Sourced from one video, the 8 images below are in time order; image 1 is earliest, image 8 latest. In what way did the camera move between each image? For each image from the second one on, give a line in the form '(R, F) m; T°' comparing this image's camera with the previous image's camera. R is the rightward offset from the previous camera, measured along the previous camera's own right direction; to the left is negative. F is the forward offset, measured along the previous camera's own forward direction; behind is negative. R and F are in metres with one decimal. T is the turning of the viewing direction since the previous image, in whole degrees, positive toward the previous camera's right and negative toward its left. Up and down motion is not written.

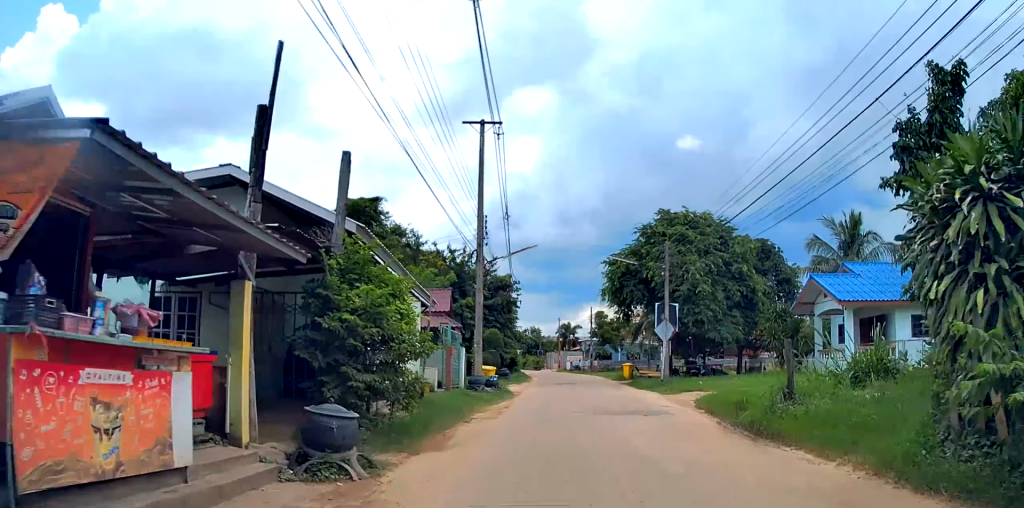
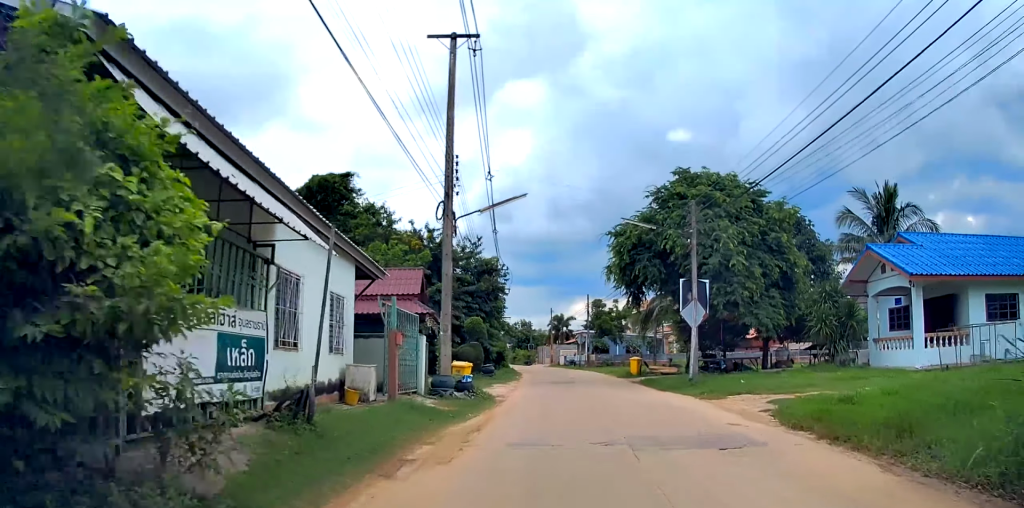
(+0.1, +5.9) m; +1°
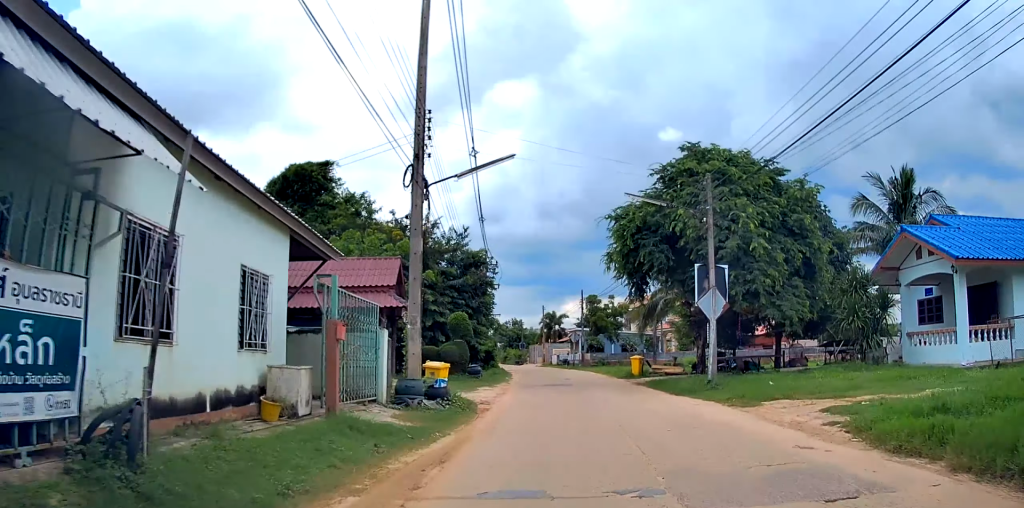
(-0.1, +3.1) m; 0°
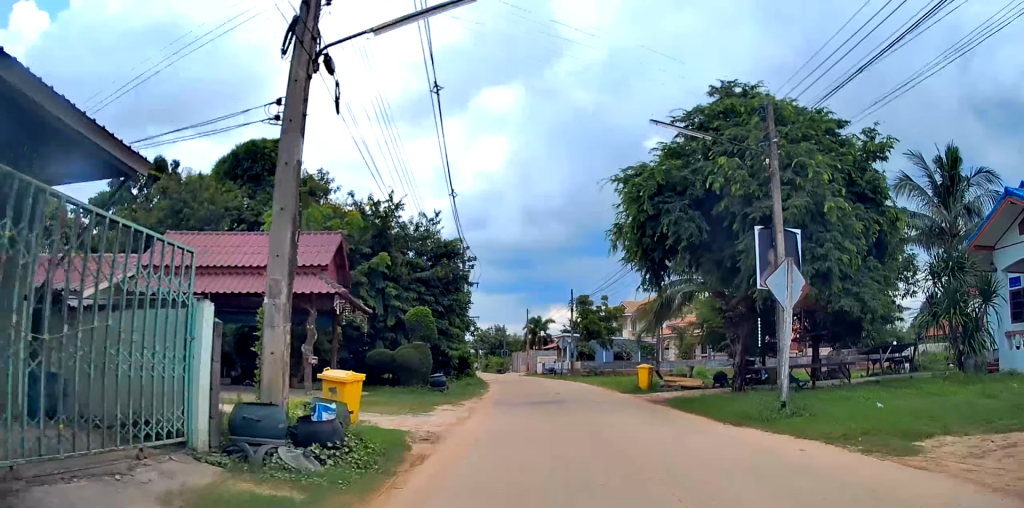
(+0.2, +6.3) m; 0°
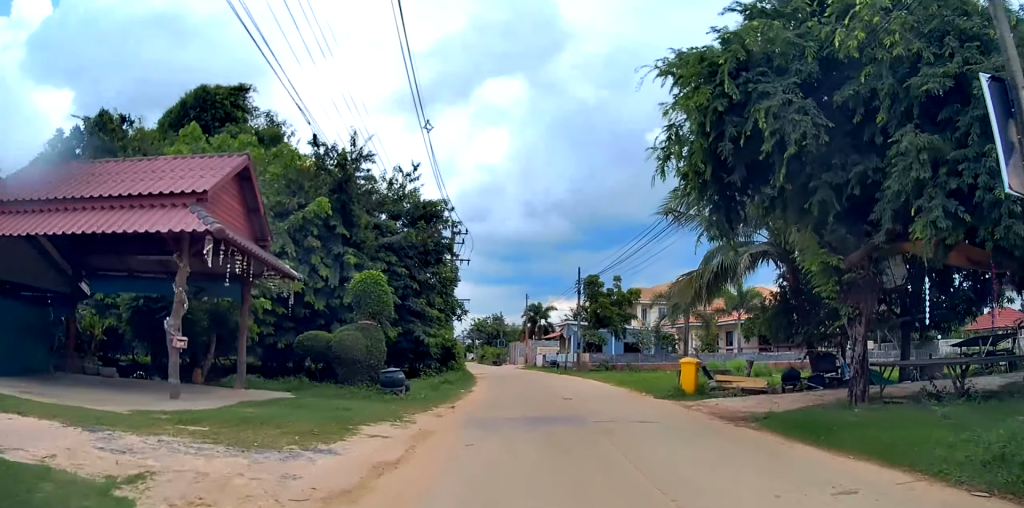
(-0.1, +6.9) m; -2°
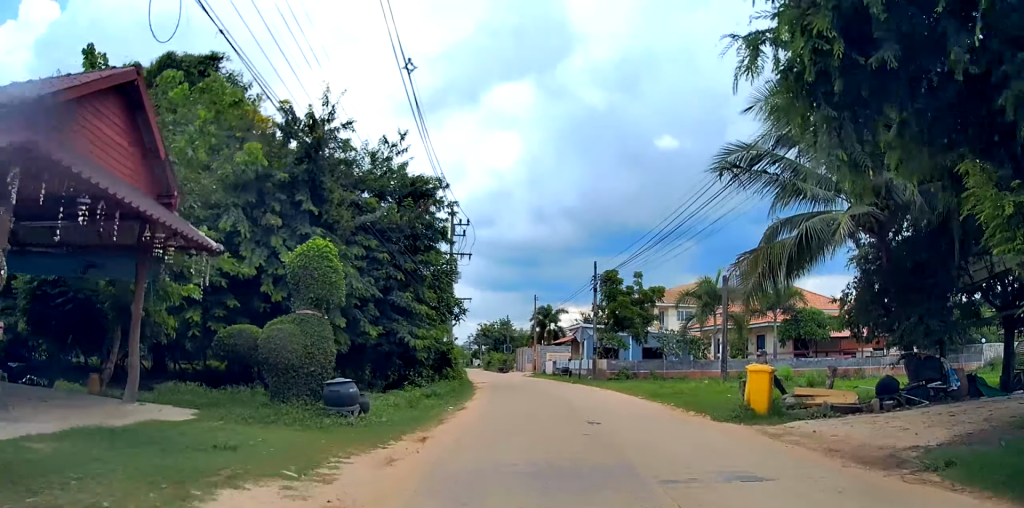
(-0.1, +5.1) m; 0°
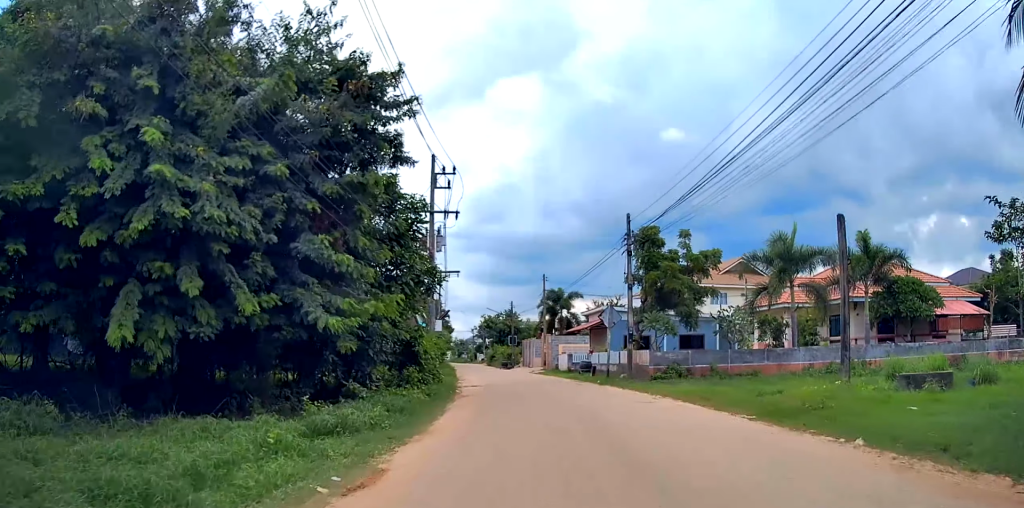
(+0.1, +9.4) m; +1°
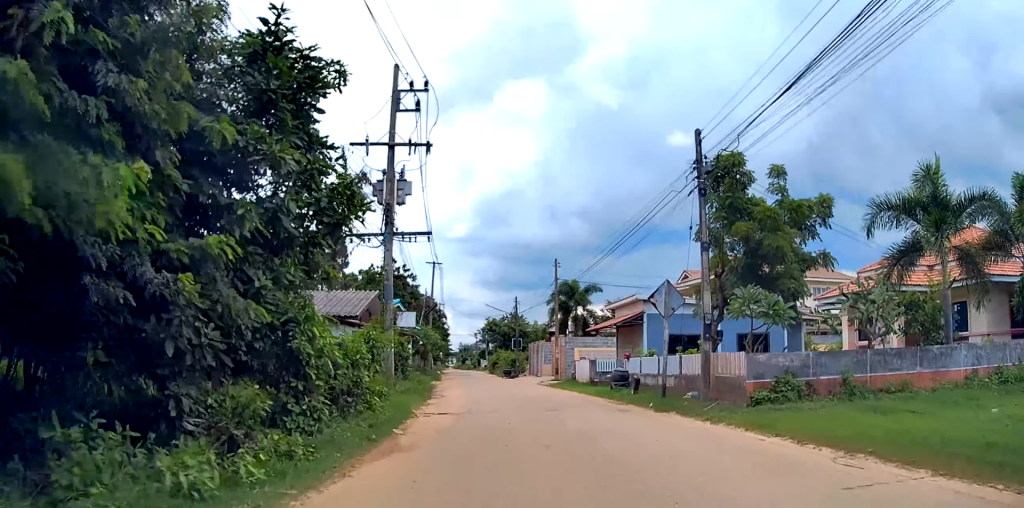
(0.0, +9.4) m; 0°
